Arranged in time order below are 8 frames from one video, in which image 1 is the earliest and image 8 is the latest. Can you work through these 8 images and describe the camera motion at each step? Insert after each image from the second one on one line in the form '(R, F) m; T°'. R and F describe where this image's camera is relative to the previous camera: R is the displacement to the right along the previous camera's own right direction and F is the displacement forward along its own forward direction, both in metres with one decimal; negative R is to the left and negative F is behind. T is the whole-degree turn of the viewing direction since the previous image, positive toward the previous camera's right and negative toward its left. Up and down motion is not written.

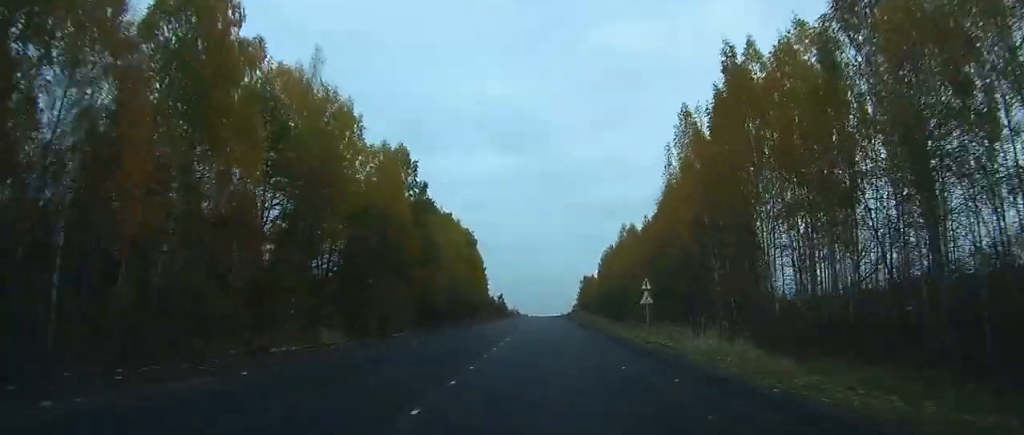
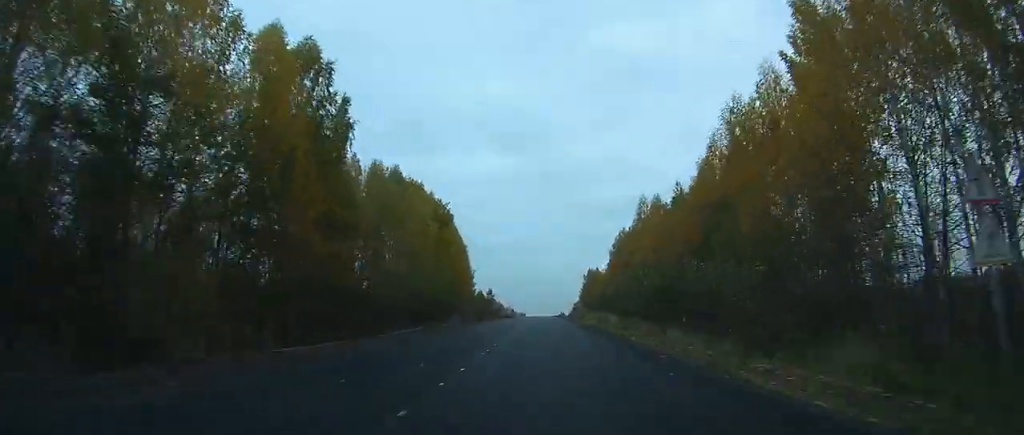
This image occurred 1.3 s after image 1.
(0.0, +29.0) m; 0°
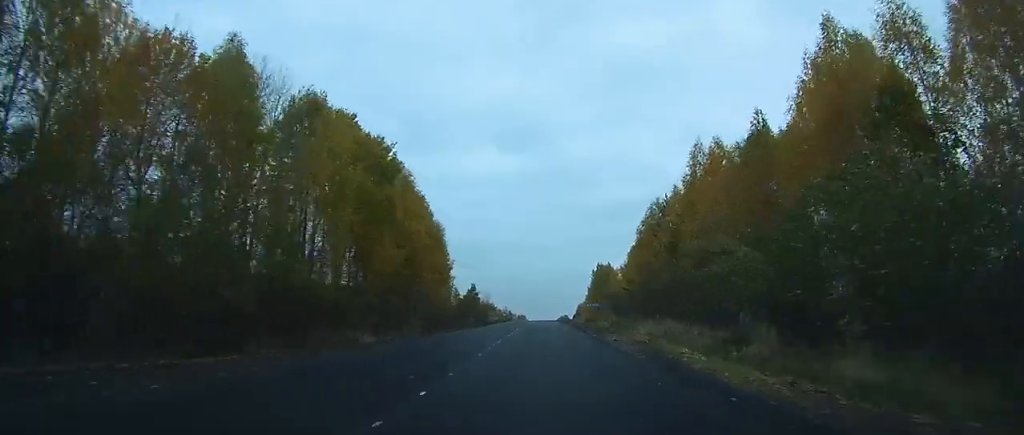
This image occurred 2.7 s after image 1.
(0.0, +32.4) m; 0°
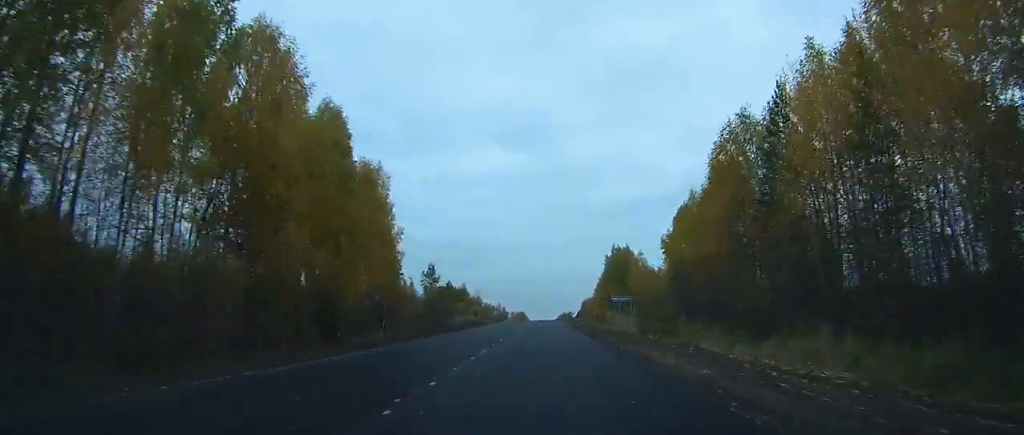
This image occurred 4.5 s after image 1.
(0.0, +36.2) m; 0°
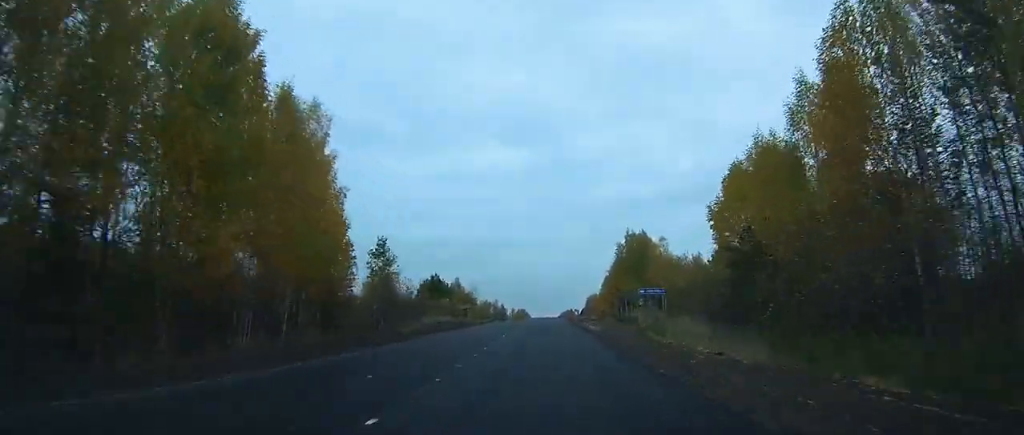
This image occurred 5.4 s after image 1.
(0.0, +18.5) m; 0°
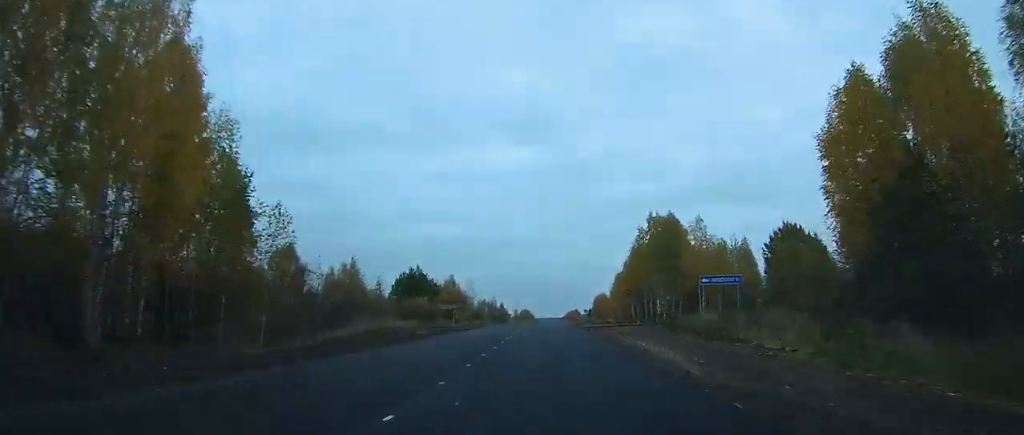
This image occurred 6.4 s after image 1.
(0.0, +19.7) m; 0°
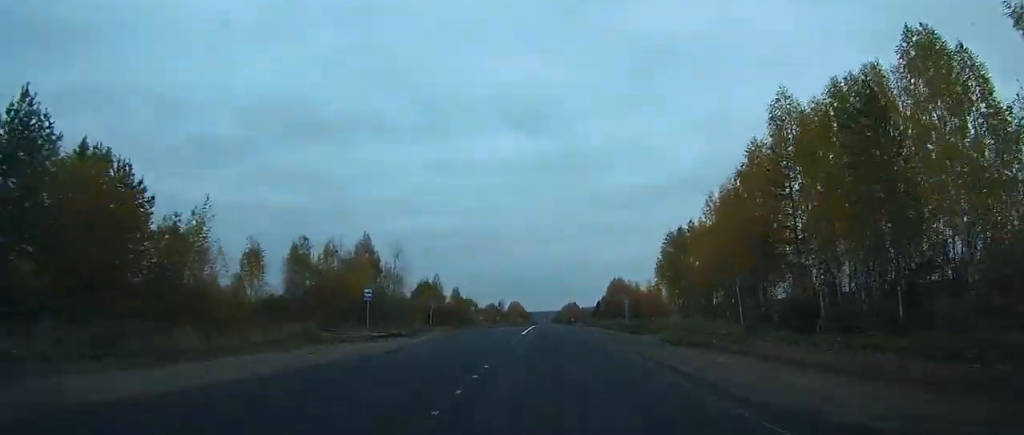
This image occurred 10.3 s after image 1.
(+0.4, +80.4) m; +1°
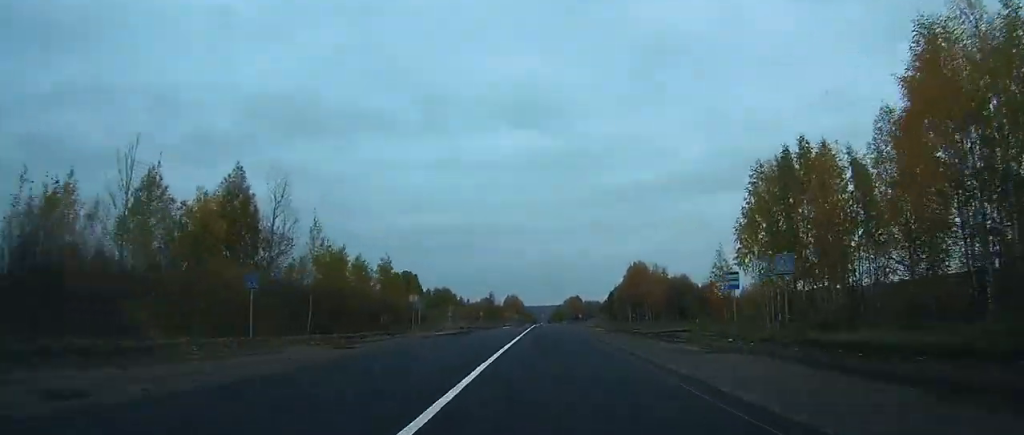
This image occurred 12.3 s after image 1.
(+0.2, +43.3) m; 0°
